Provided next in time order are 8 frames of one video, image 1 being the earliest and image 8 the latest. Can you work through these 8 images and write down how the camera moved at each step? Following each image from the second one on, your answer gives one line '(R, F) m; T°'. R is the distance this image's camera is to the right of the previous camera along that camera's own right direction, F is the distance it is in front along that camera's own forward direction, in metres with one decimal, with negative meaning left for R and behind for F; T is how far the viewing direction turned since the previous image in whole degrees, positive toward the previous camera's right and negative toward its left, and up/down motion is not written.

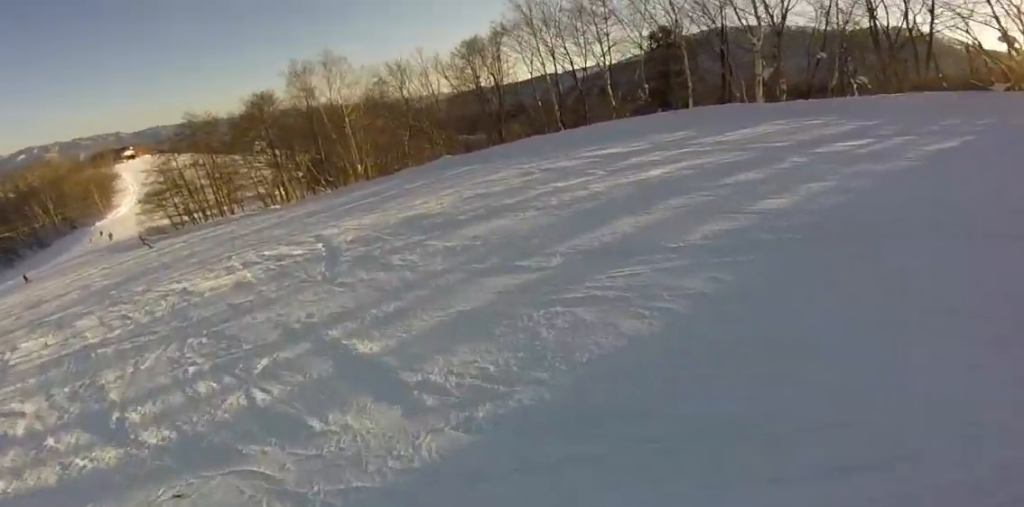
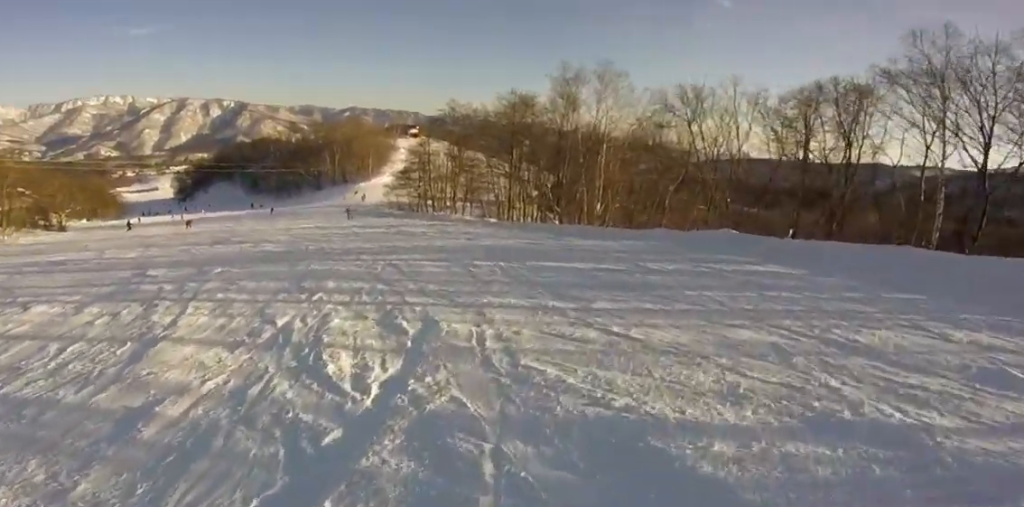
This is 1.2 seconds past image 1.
(-2.0, +5.9) m; -26°
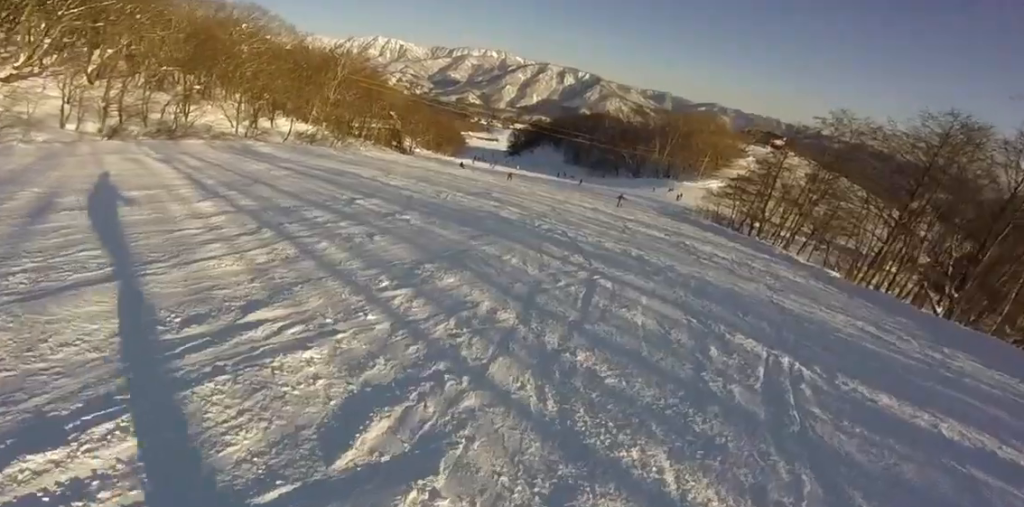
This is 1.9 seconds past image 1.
(-0.3, +3.9) m; -9°
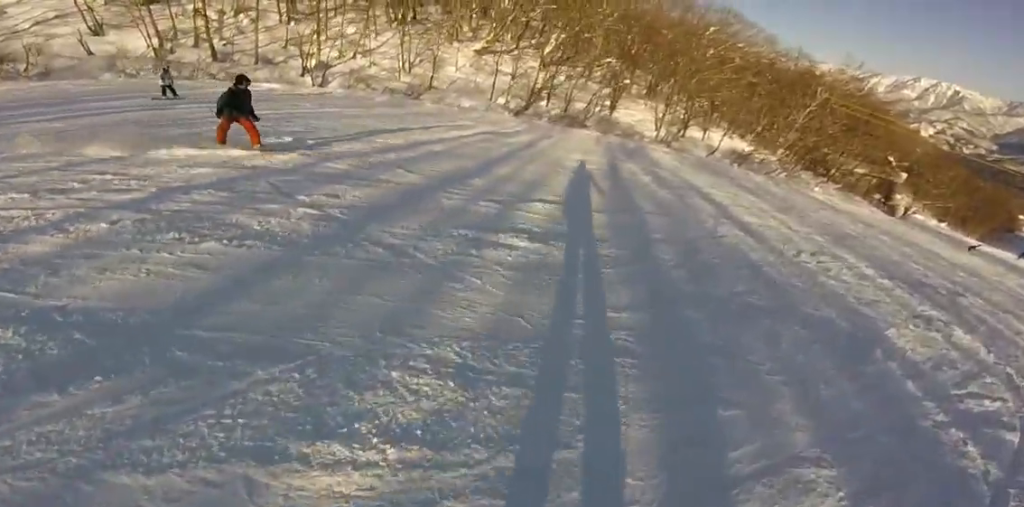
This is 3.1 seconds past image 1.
(-0.9, +6.6) m; -14°
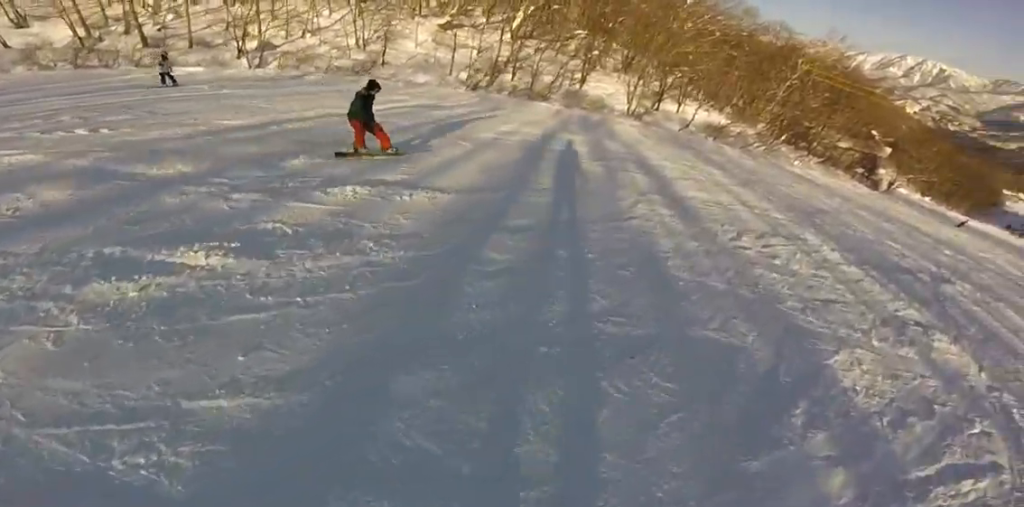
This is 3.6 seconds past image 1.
(-0.7, +2.9) m; -1°
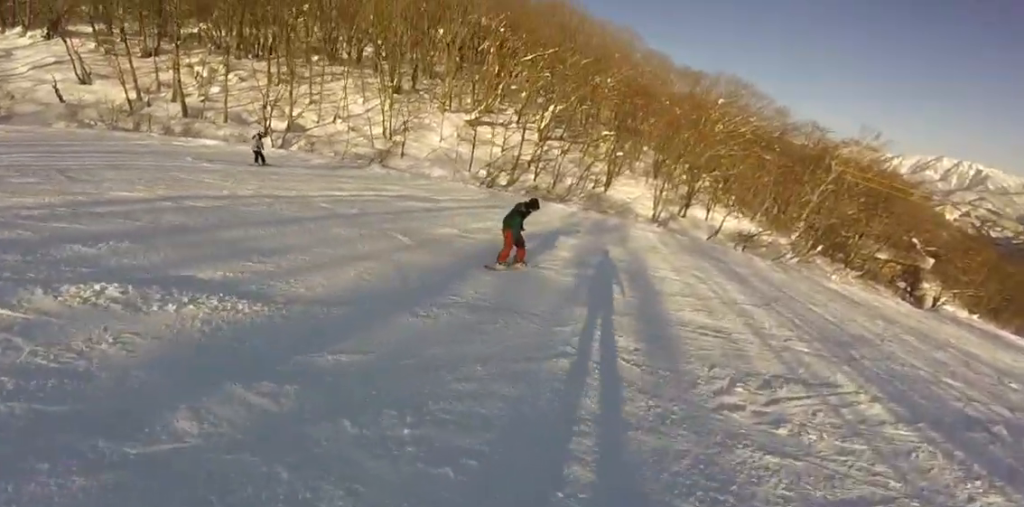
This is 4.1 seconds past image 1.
(+0.4, +2.6) m; +2°
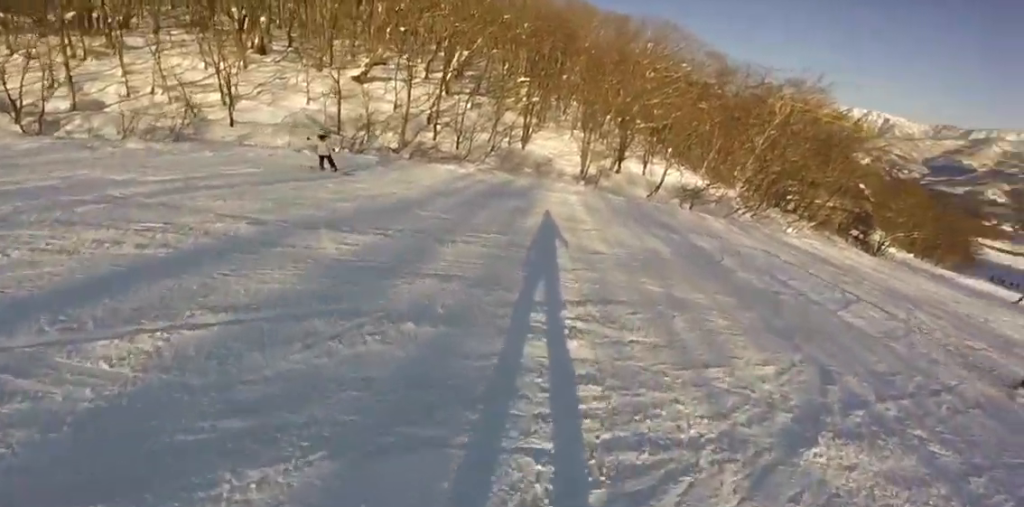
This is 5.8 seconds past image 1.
(+0.2, +8.9) m; +13°
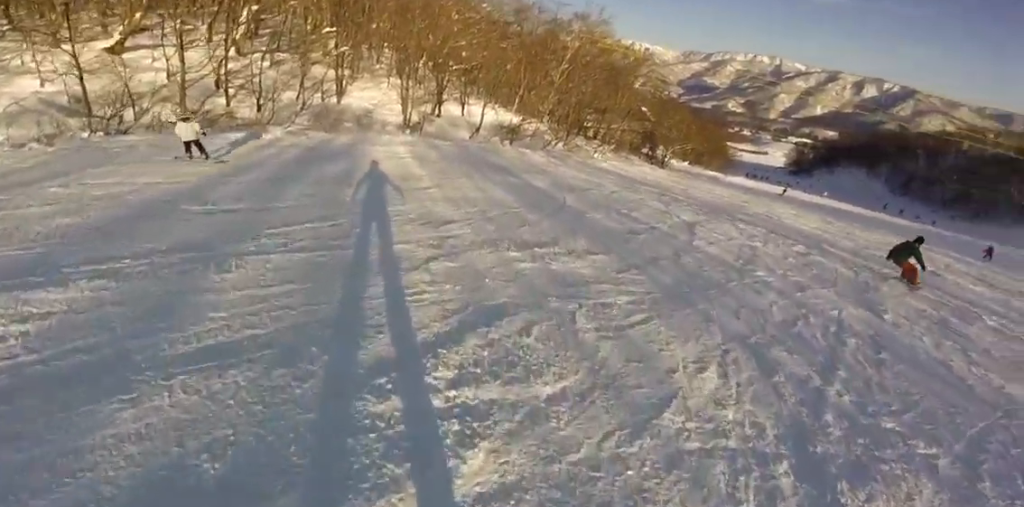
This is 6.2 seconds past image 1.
(+0.6, +2.1) m; +13°
